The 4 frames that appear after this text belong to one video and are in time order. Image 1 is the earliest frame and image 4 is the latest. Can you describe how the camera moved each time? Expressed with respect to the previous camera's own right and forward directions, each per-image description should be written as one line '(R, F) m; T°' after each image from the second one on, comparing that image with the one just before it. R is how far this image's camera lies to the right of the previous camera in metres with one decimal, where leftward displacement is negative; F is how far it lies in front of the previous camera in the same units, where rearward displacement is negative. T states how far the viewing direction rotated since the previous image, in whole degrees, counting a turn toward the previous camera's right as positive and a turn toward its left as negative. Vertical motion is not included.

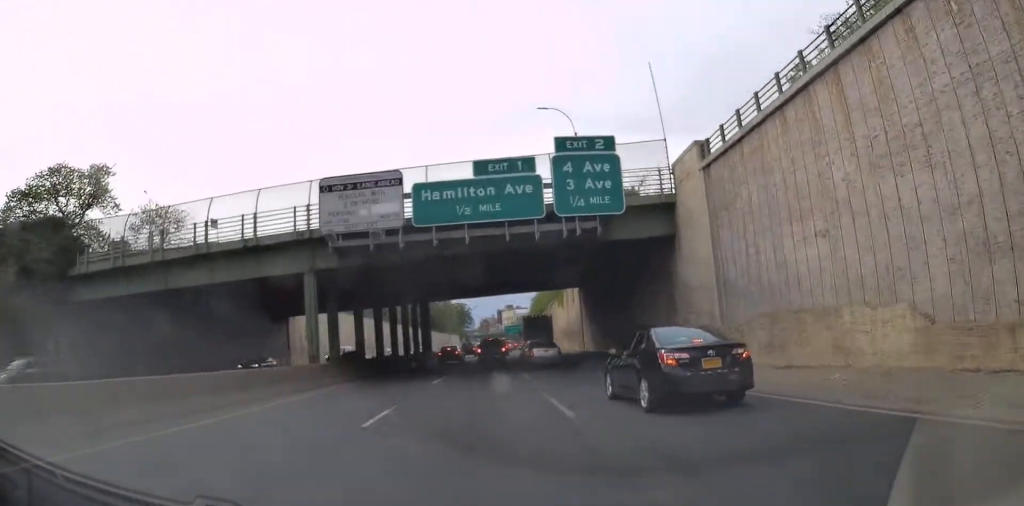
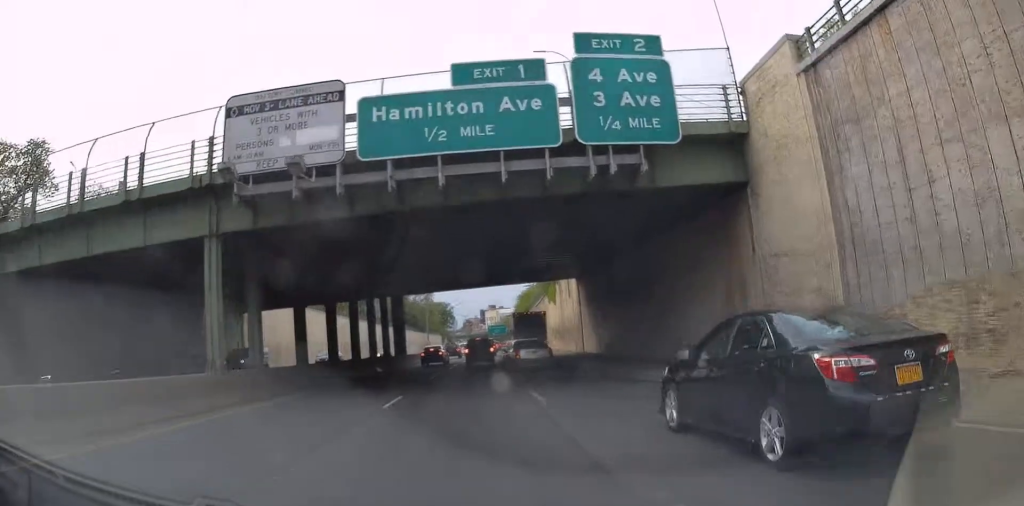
(+0.3, +10.0) m; +1°
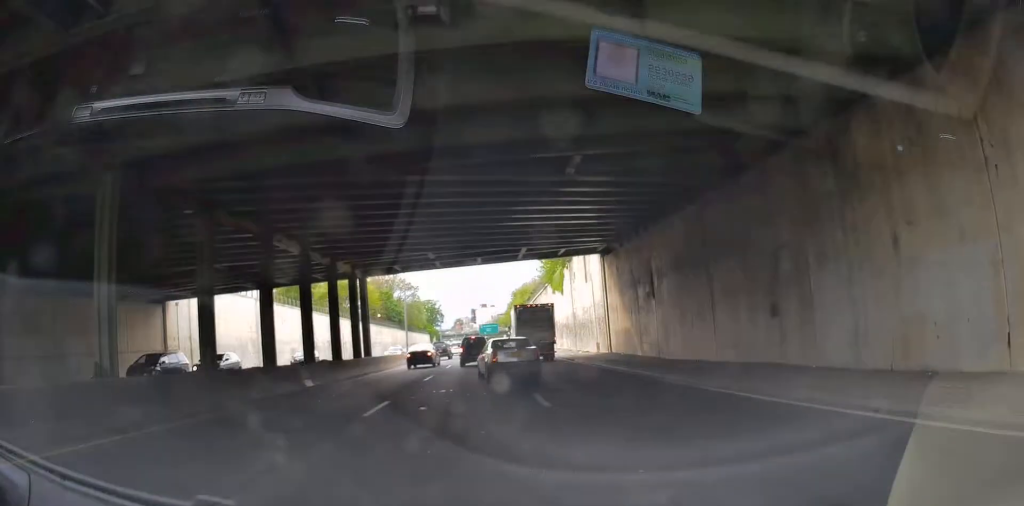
(+0.2, +17.0) m; +2°
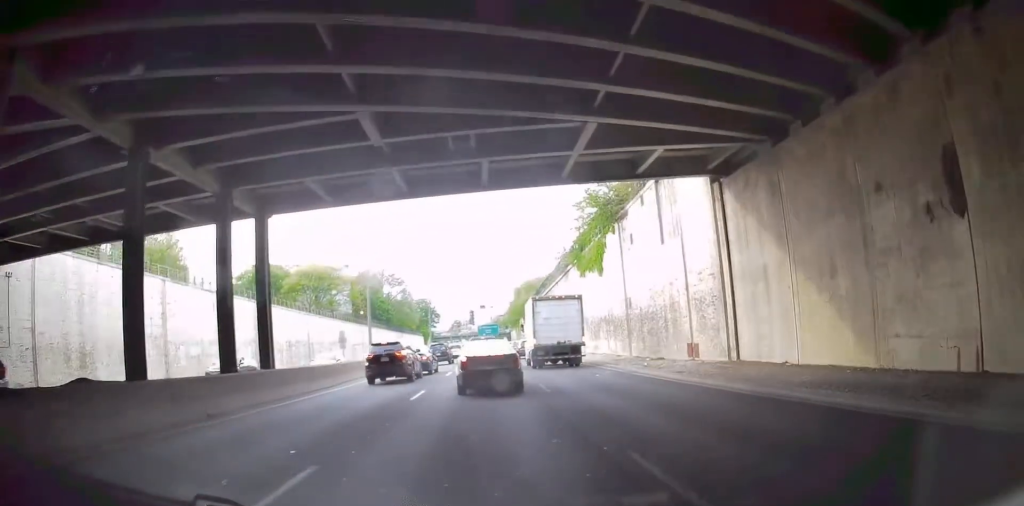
(+0.1, +24.7) m; -1°
